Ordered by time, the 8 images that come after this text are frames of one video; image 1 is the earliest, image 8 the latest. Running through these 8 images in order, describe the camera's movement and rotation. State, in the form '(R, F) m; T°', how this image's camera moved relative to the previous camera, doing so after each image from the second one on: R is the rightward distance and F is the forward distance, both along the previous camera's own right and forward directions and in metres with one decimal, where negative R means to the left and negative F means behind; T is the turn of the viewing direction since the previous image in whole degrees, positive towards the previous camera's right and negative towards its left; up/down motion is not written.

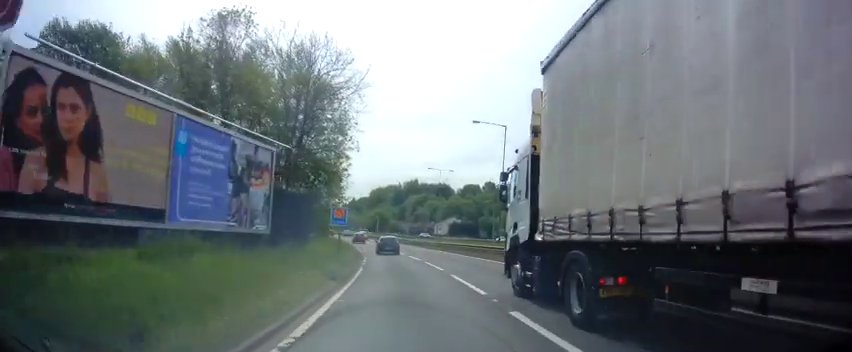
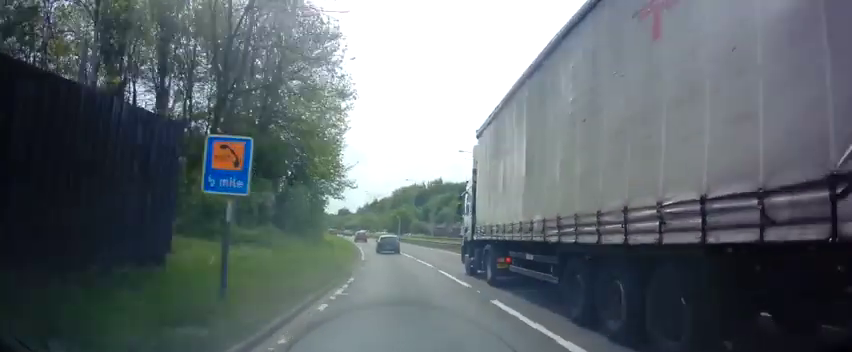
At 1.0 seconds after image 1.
(-0.3, +15.9) m; -2°
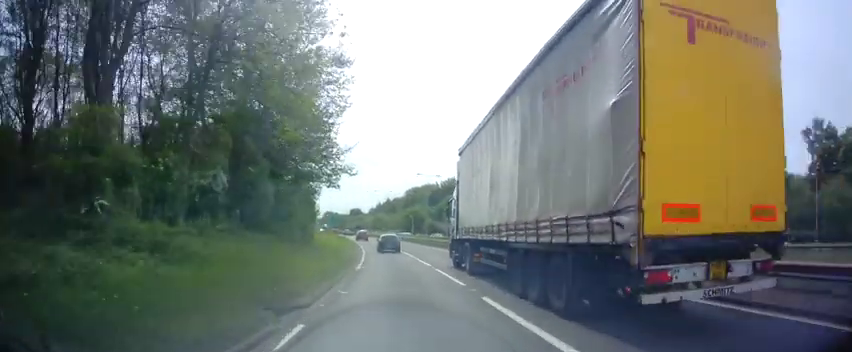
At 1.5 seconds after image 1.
(+0.1, +8.4) m; -1°
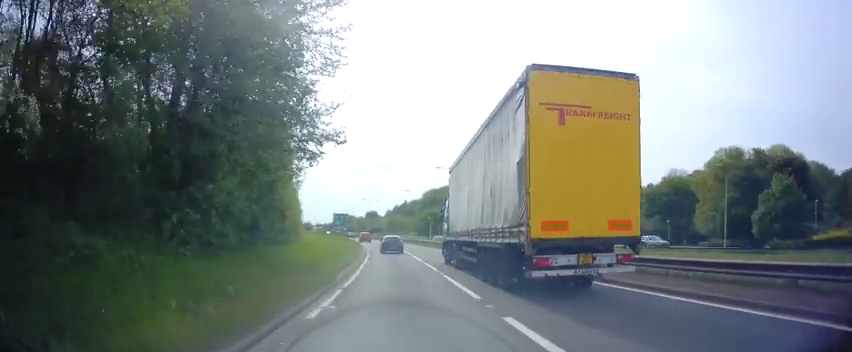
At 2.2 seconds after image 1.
(-0.4, +11.2) m; -3°
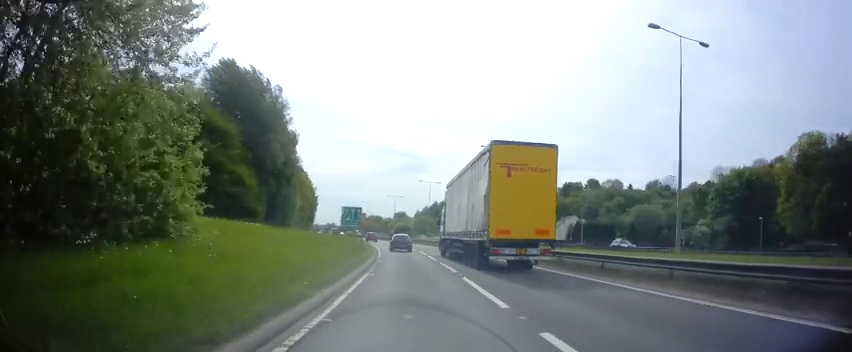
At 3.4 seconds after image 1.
(-0.9, +19.1) m; -4°
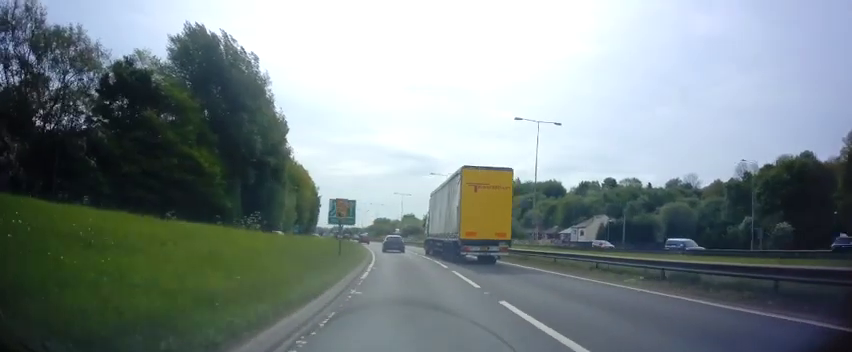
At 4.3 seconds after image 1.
(-0.1, +14.2) m; 0°
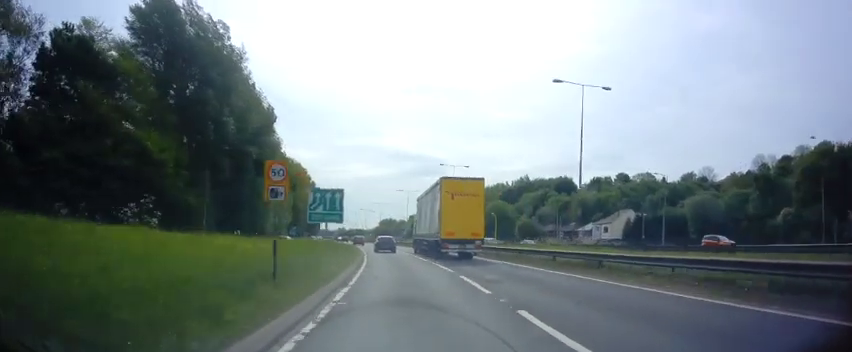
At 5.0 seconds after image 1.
(0.0, +10.4) m; -1°
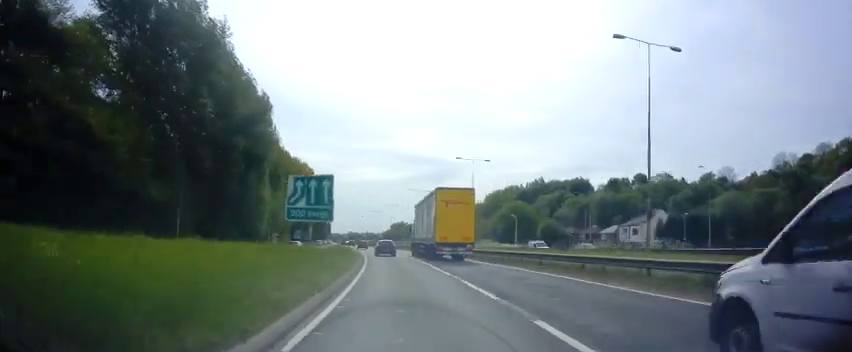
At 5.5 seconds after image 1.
(+0.1, +8.3) m; -1°
